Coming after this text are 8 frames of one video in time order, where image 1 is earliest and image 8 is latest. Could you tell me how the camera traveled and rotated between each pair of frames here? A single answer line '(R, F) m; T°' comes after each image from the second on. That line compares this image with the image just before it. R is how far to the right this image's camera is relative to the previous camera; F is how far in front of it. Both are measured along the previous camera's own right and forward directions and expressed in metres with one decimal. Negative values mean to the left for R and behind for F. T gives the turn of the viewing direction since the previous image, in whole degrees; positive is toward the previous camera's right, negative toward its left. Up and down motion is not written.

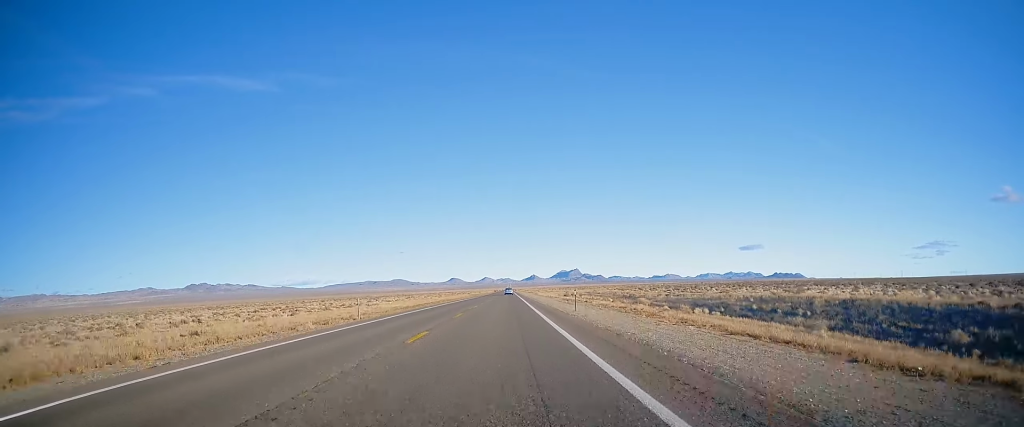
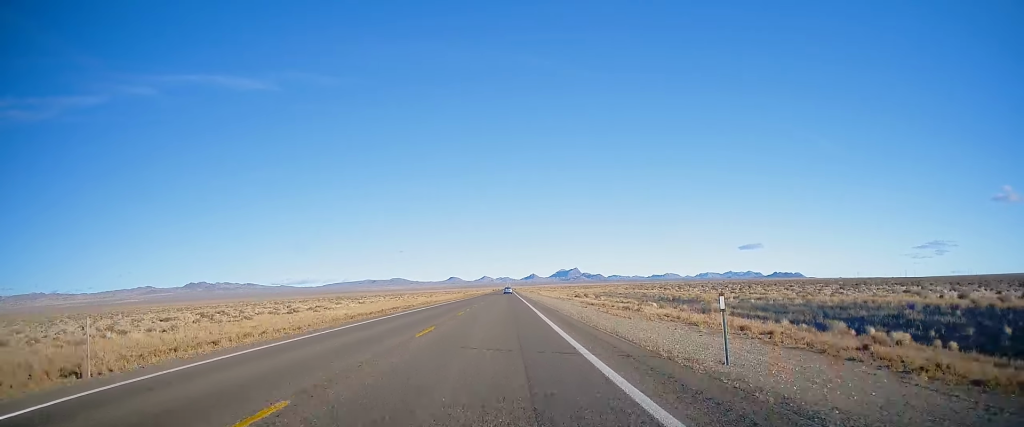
(+0.1, +22.7) m; +1°
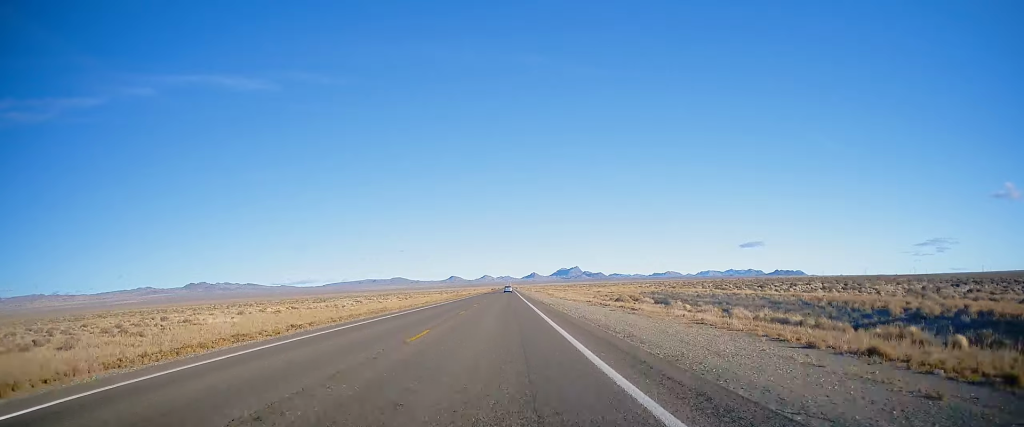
(+0.3, +38.3) m; 0°
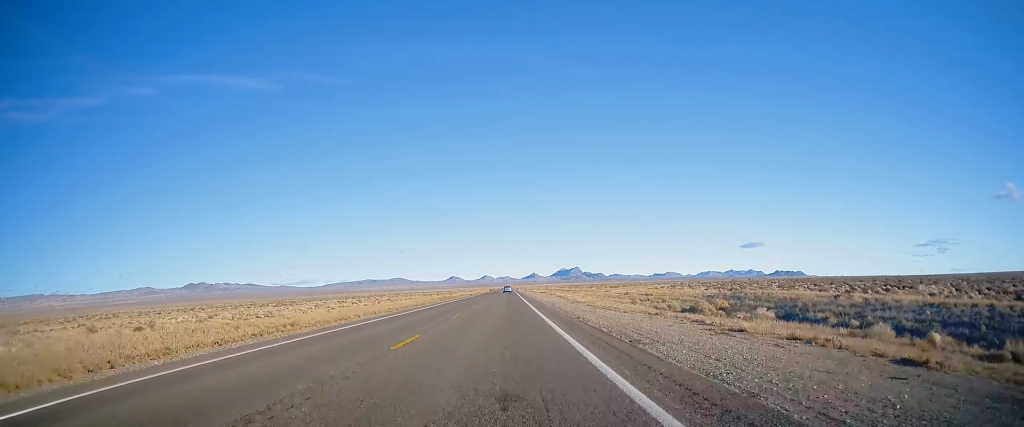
(-0.4, +25.9) m; -1°
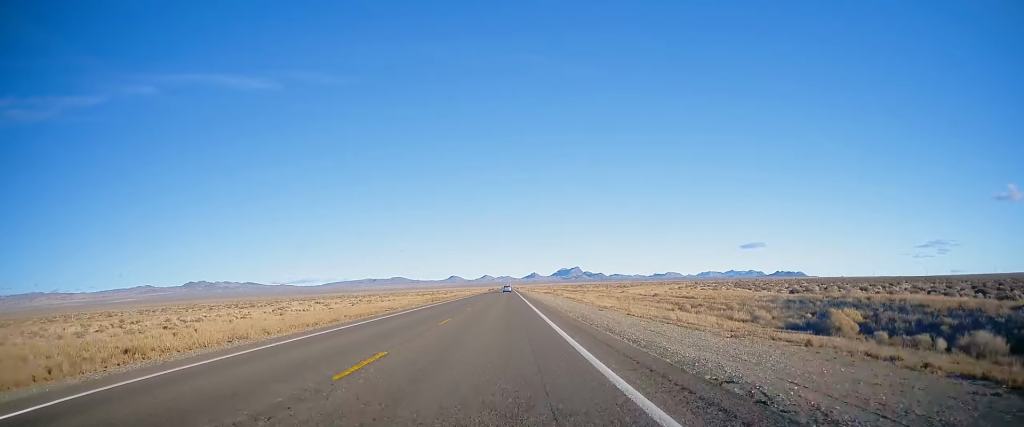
(-0.1, +16.2) m; 0°
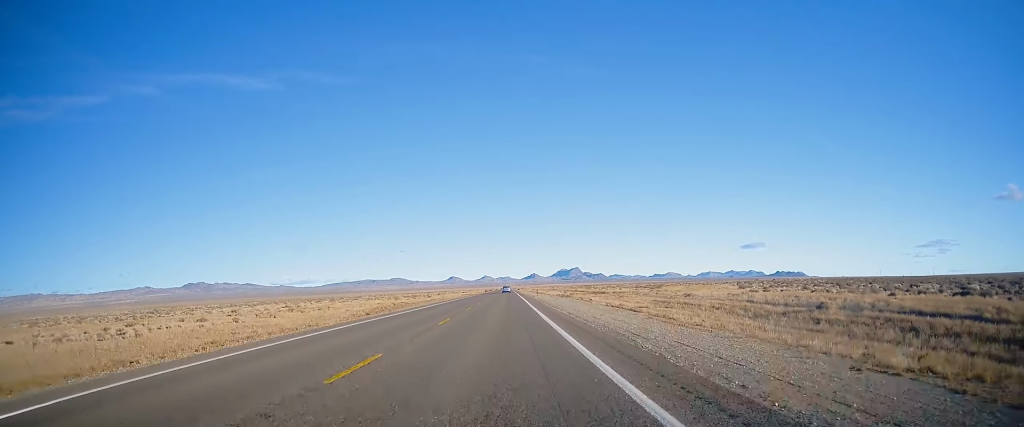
(-0.1, +36.9) m; 0°
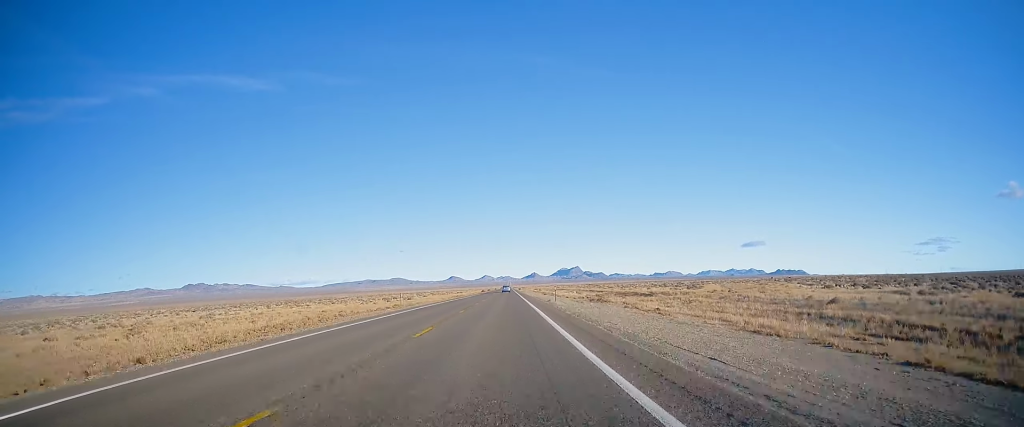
(+0.2, +29.3) m; 0°
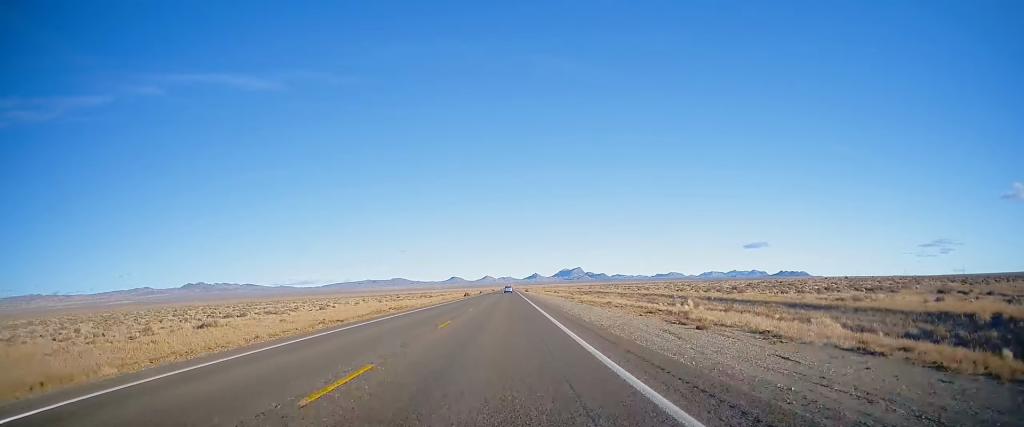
(-0.2, +81.3) m; -1°
